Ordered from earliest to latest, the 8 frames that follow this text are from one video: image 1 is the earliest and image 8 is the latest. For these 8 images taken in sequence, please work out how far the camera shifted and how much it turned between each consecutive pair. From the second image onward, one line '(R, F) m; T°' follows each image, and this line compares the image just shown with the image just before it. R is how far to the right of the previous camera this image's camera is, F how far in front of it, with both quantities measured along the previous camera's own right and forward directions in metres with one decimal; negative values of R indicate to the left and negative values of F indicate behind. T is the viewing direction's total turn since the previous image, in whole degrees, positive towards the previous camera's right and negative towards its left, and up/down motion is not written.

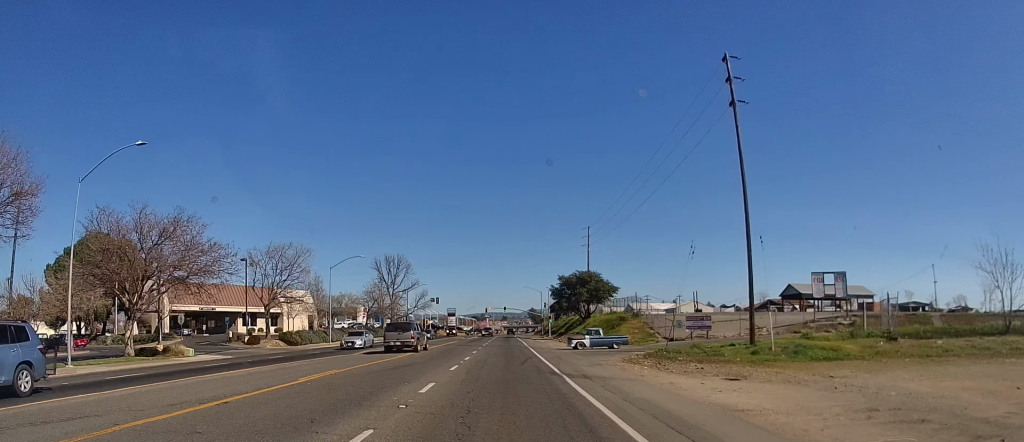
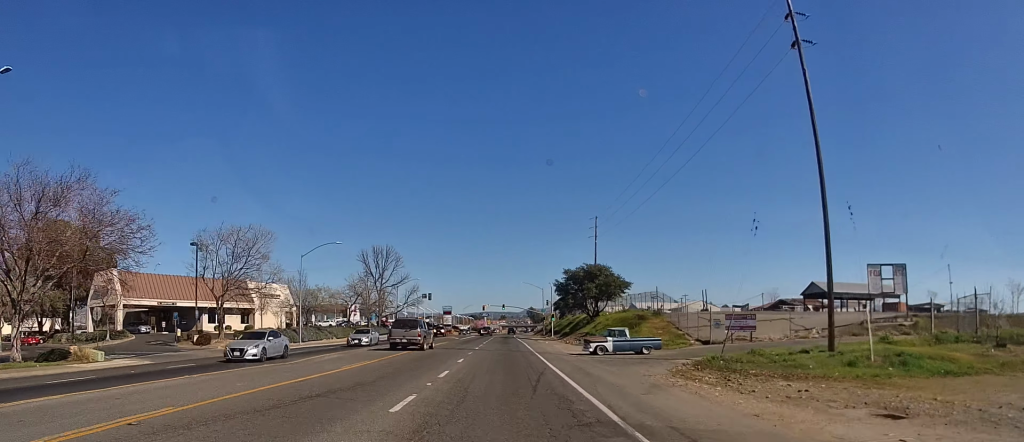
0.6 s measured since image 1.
(0.0, +10.5) m; 0°
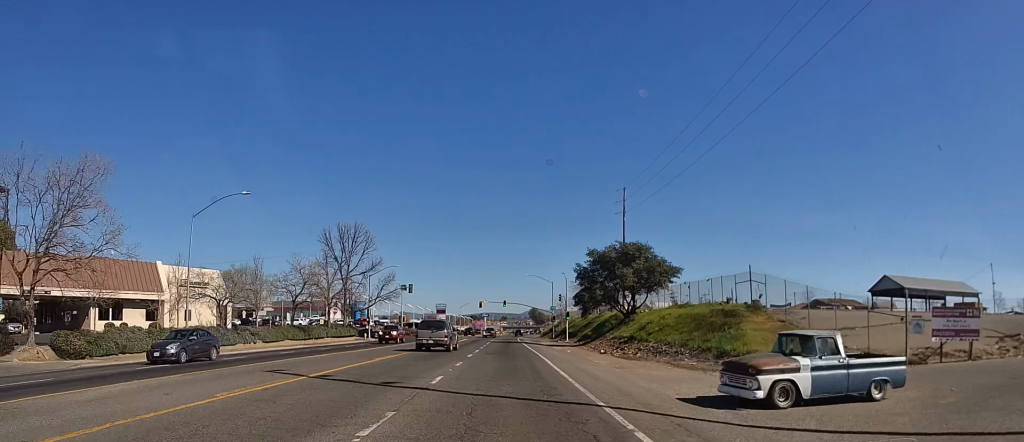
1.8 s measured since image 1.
(-0.1, +23.7) m; 0°
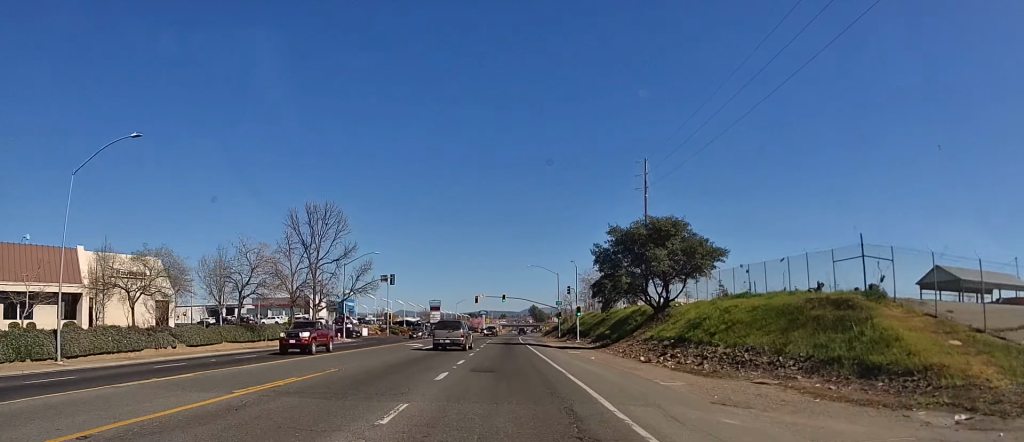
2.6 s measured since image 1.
(0.0, +13.4) m; 0°
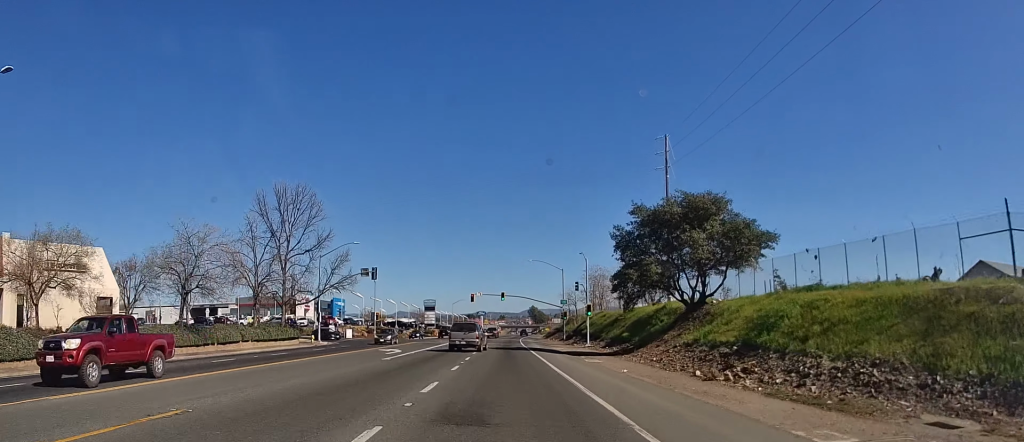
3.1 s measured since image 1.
(0.0, +9.8) m; 0°
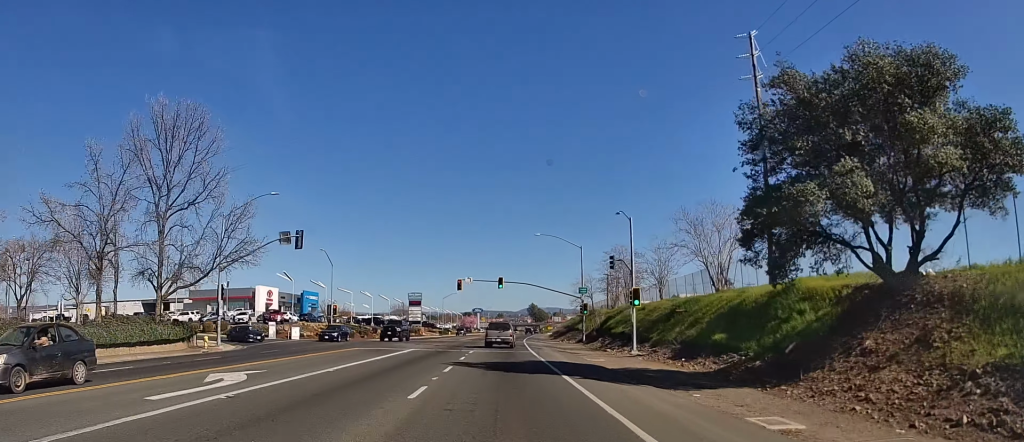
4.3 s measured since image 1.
(-0.1, +23.2) m; 0°
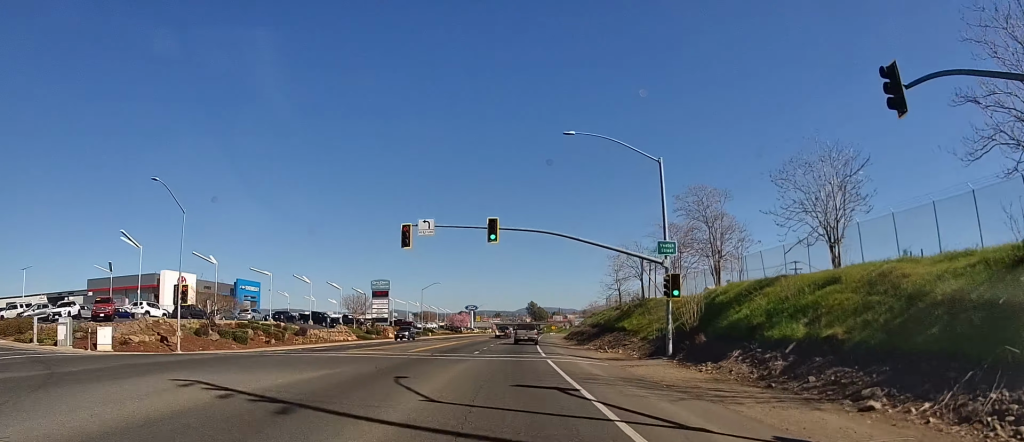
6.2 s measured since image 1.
(+0.4, +34.8) m; +1°
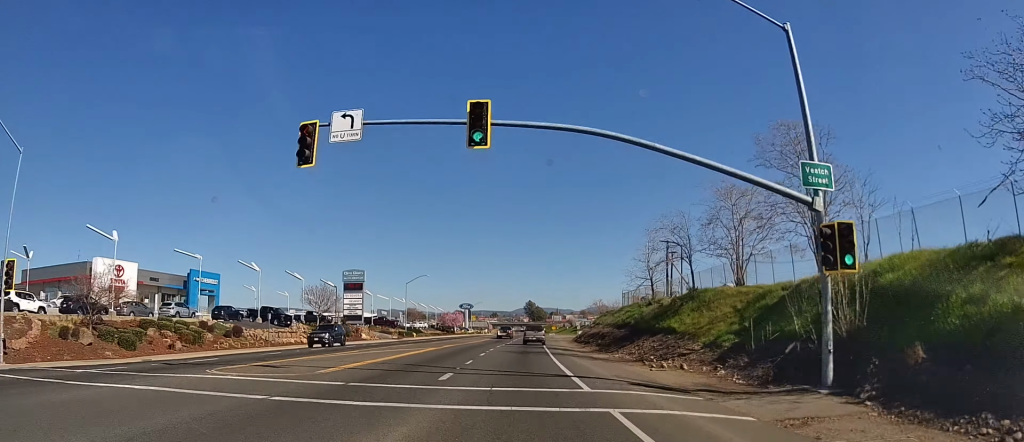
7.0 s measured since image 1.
(+0.1, +16.2) m; 0°
